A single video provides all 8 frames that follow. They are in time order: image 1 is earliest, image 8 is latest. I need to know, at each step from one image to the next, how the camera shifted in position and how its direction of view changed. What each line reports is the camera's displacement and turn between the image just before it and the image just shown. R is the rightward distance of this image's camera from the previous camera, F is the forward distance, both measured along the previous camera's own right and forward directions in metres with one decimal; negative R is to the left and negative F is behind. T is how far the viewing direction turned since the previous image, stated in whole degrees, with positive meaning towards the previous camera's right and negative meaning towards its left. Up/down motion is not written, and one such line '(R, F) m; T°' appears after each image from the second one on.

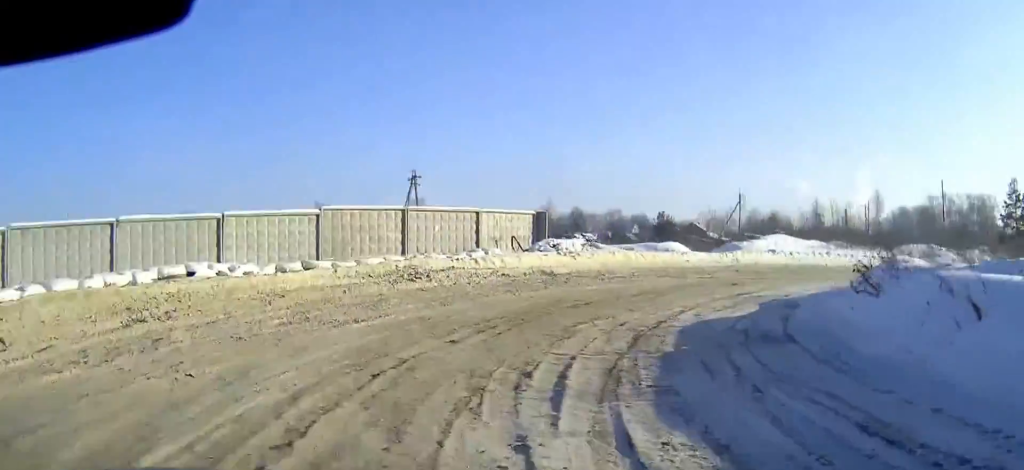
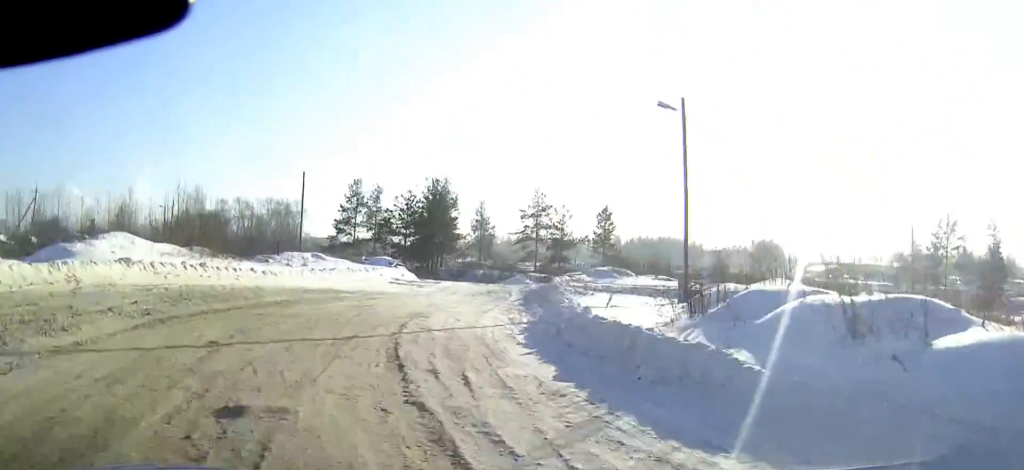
(+4.3, +17.6) m; +14°
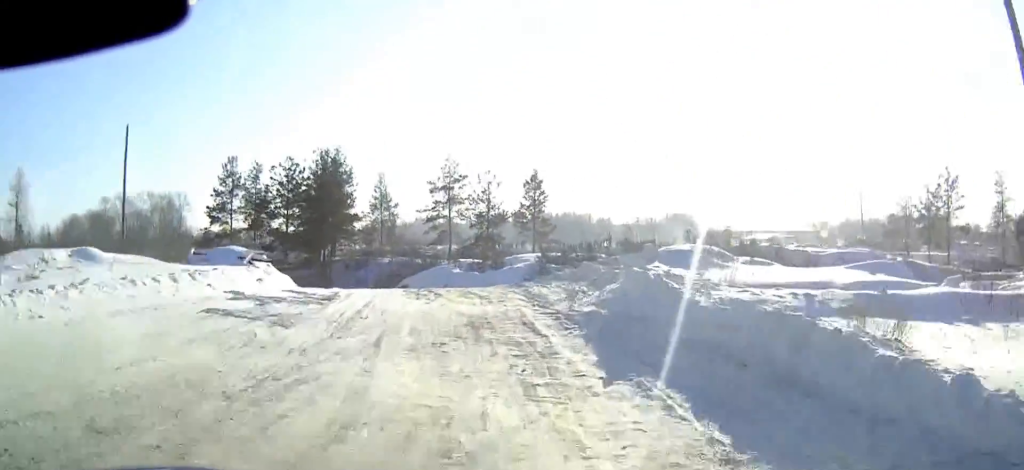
(0.0, +18.0) m; 0°
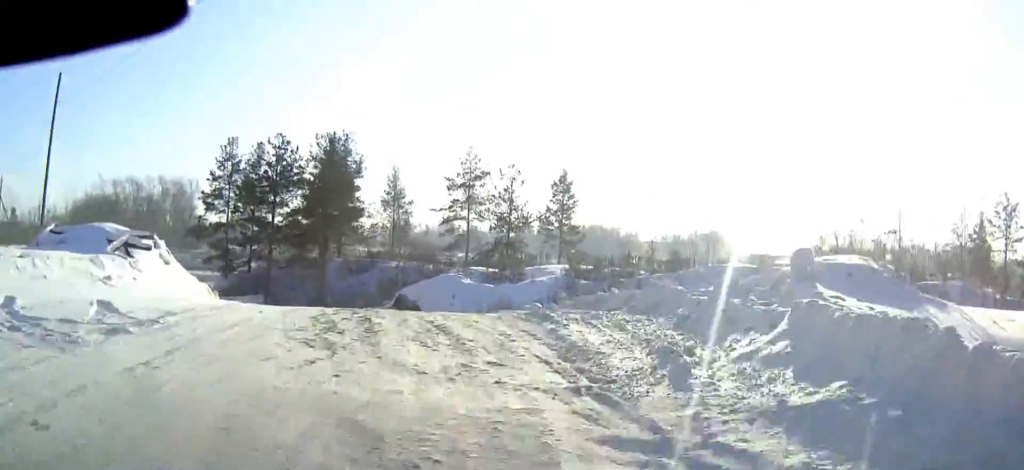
(0.0, +7.6) m; 0°
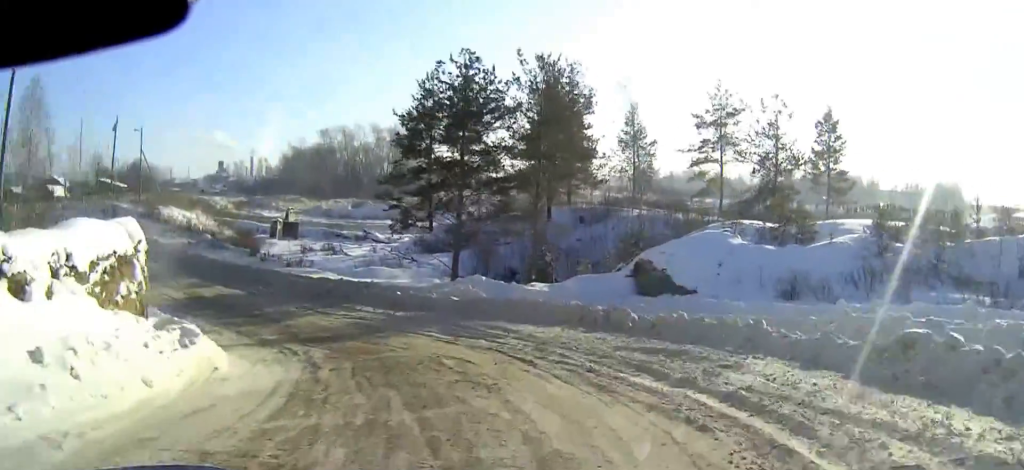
(-0.3, +16.3) m; -6°
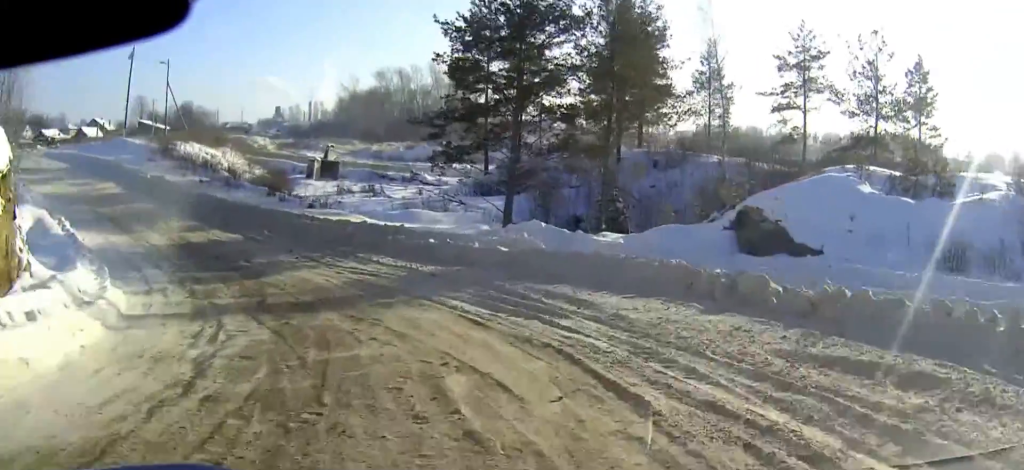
(-0.5, +8.0) m; -10°
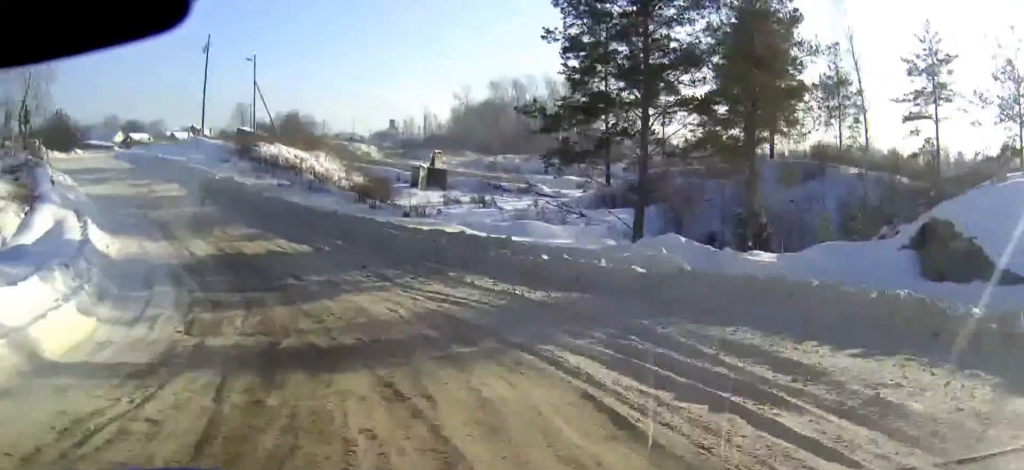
(-0.5, +5.5) m; -8°
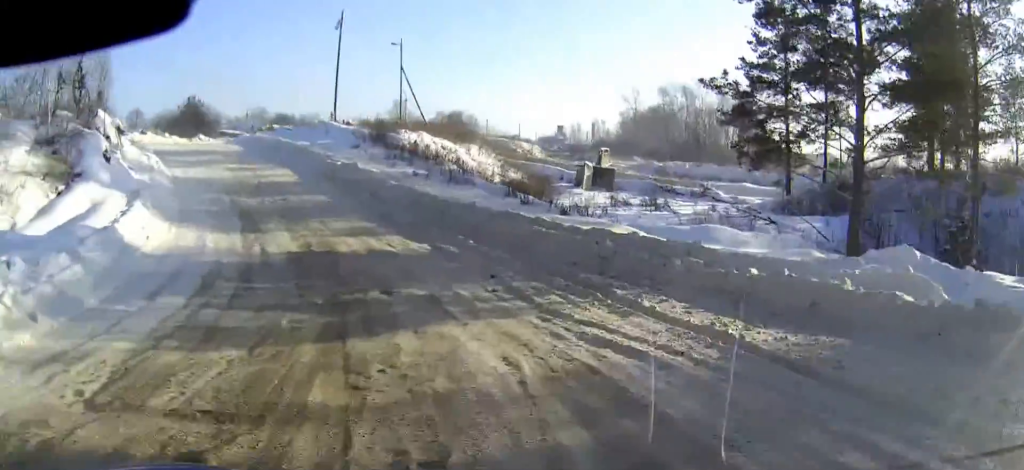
(-0.2, +6.0) m; -9°
